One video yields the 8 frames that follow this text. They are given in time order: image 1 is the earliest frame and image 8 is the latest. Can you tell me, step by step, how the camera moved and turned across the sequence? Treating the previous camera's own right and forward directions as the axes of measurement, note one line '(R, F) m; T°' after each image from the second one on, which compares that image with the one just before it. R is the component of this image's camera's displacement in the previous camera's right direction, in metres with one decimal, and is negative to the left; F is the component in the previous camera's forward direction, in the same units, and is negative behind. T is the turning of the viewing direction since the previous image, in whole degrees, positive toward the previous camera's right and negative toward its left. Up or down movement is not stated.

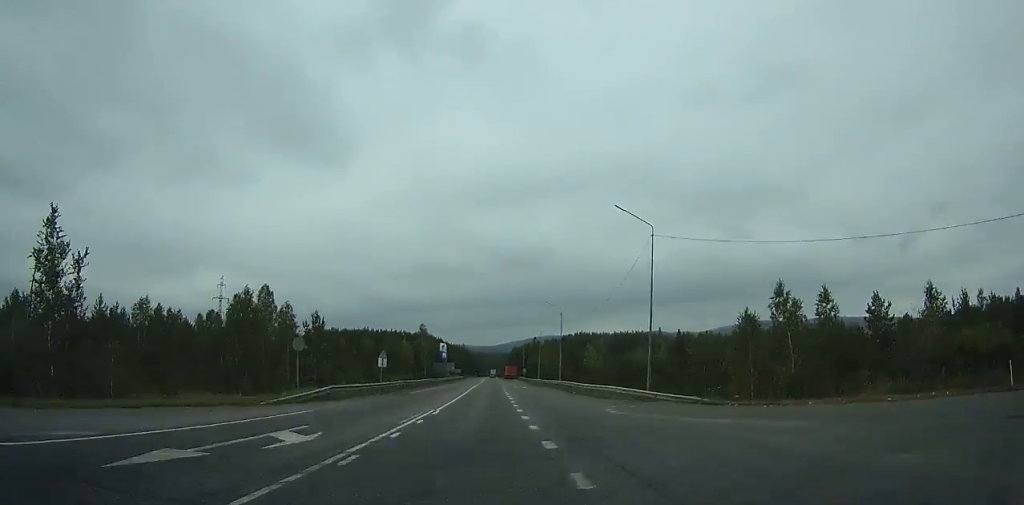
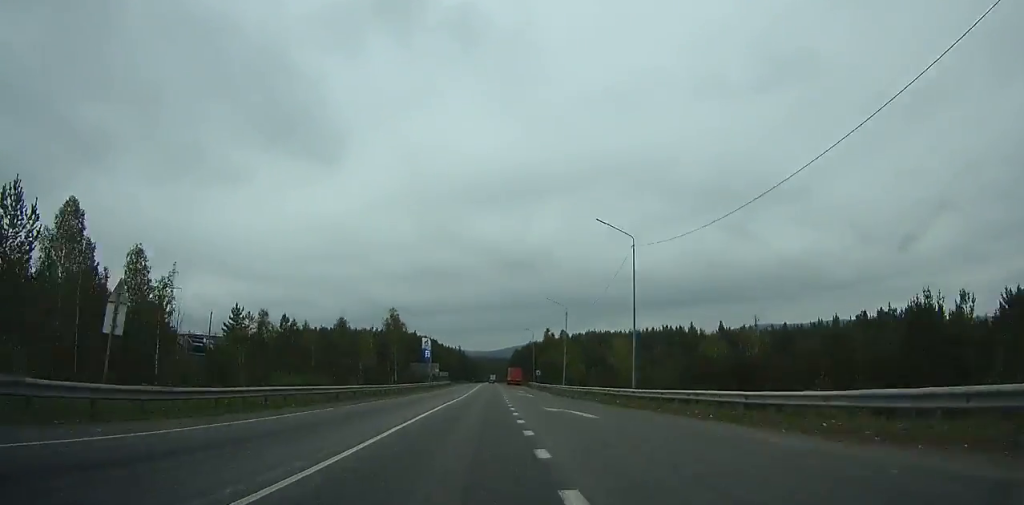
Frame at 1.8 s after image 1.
(0.0, +42.7) m; 0°
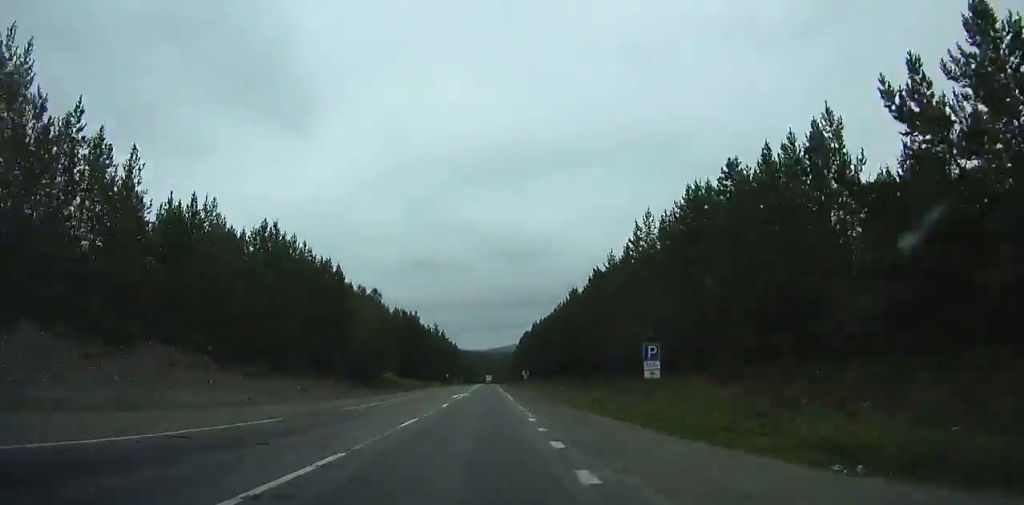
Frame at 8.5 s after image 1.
(0.0, +157.1) m; 0°
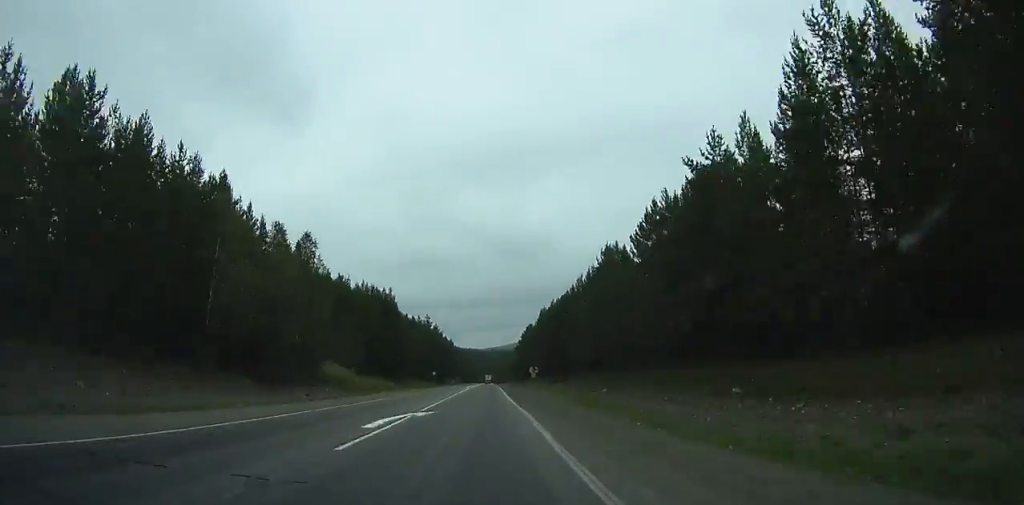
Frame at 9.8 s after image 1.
(+0.1, +29.8) m; 0°
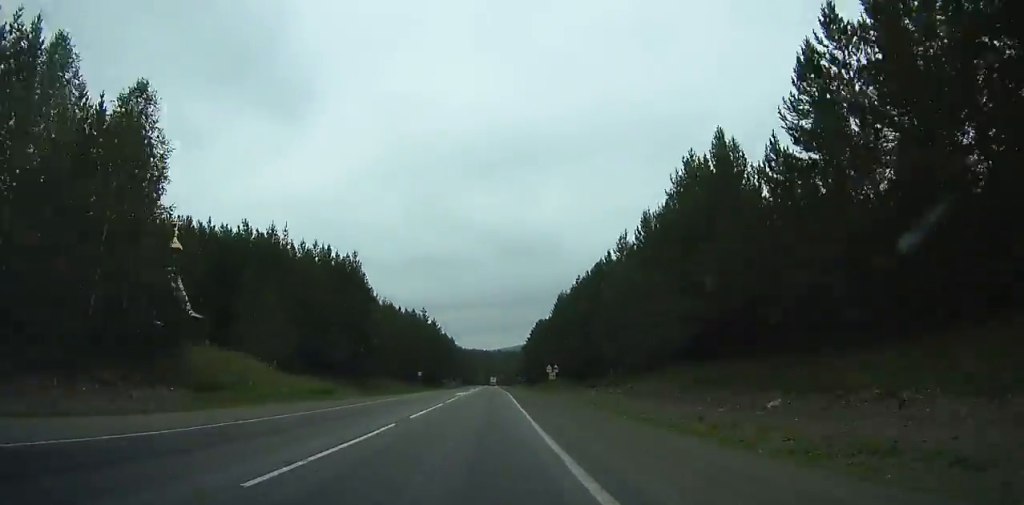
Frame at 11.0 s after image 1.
(+0.1, +27.4) m; 0°
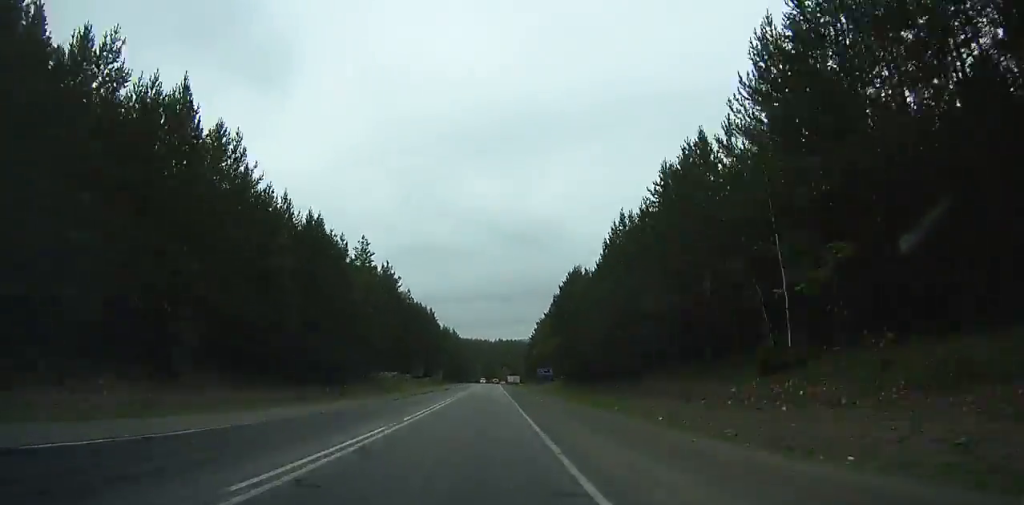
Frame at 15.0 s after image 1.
(0.0, +90.7) m; 0°
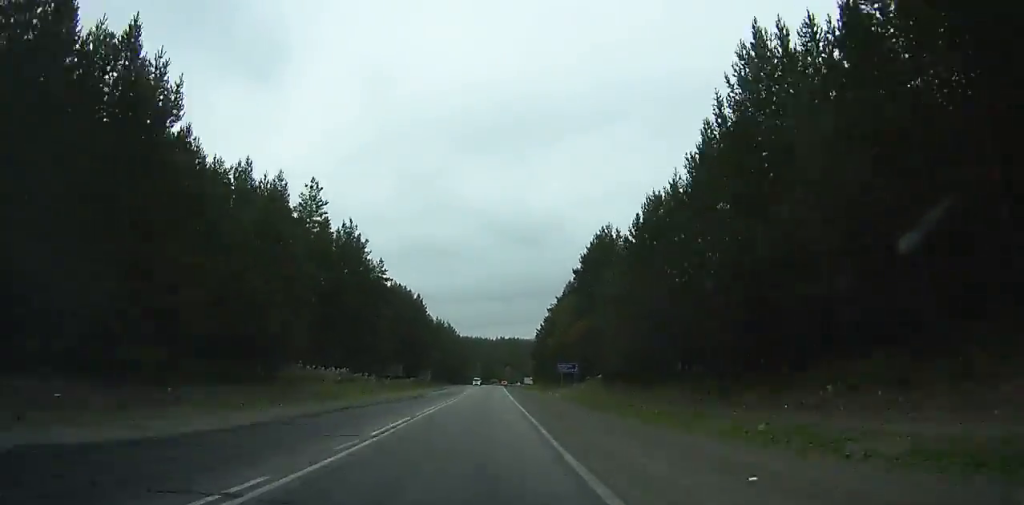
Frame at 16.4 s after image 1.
(+0.5, +31.5) m; 0°
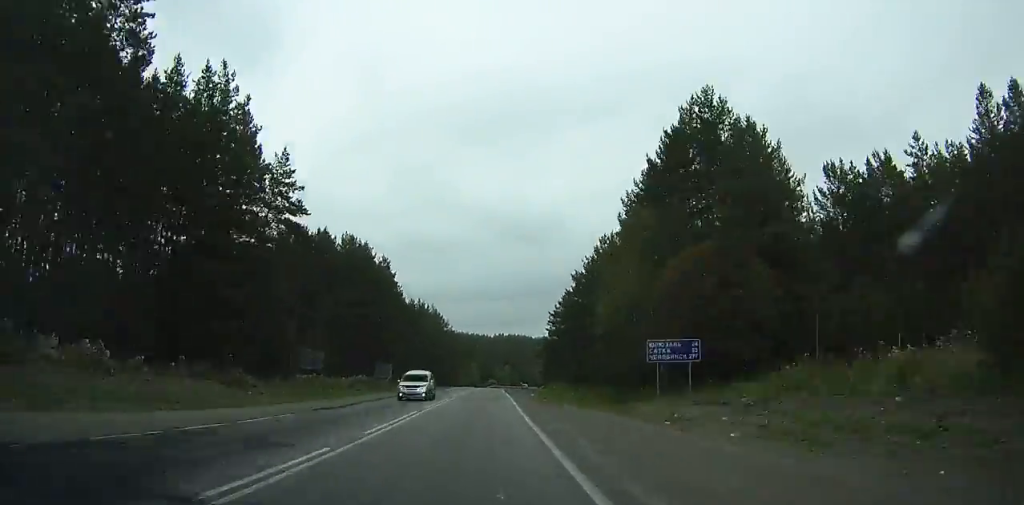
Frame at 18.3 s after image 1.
(+0.2, +42.7) m; -1°
